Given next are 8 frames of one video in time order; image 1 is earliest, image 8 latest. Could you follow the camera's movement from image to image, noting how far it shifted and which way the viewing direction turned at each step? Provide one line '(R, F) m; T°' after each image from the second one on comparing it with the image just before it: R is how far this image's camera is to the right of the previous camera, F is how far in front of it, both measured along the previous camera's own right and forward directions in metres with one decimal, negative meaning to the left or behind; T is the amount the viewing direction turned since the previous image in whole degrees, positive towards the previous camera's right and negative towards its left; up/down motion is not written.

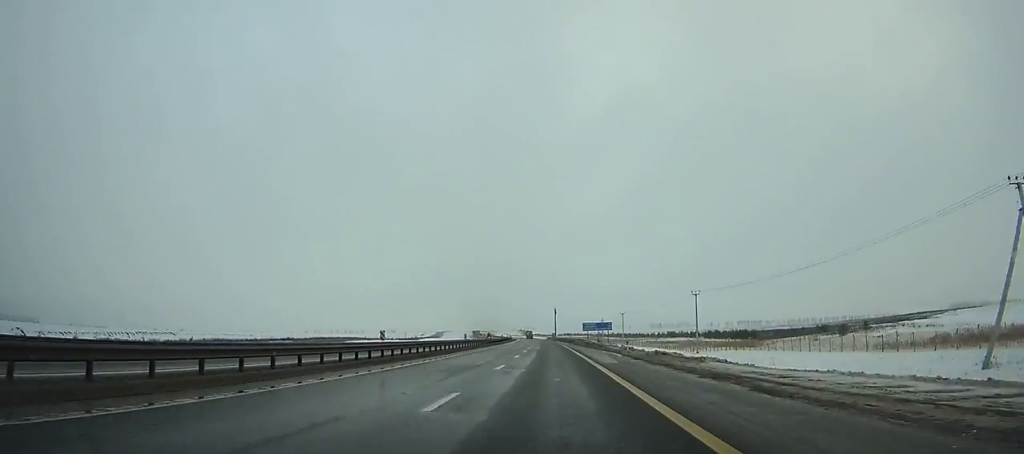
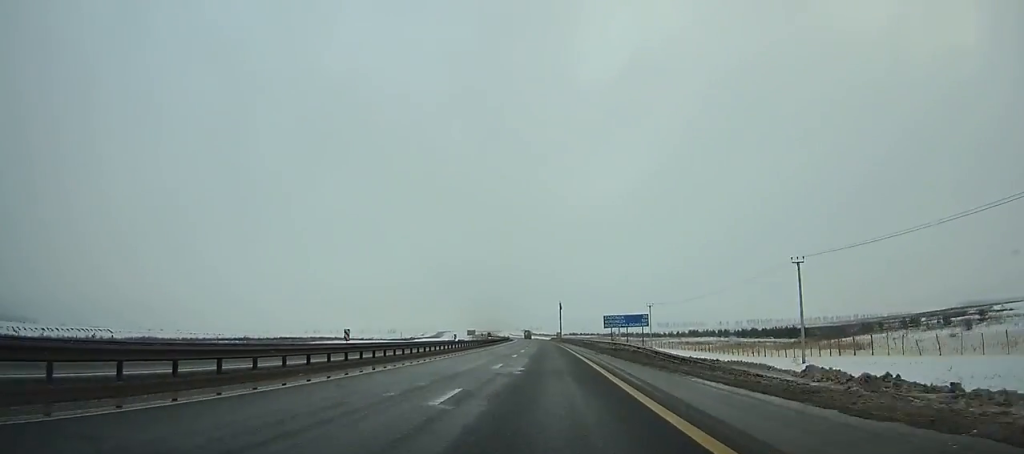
(+0.1, +35.2) m; -1°
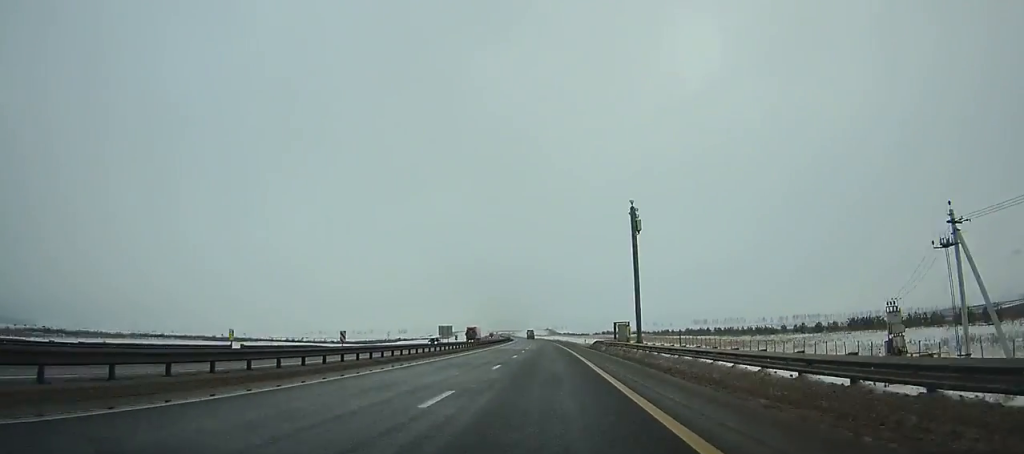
(-2.5, +120.6) m; -2°
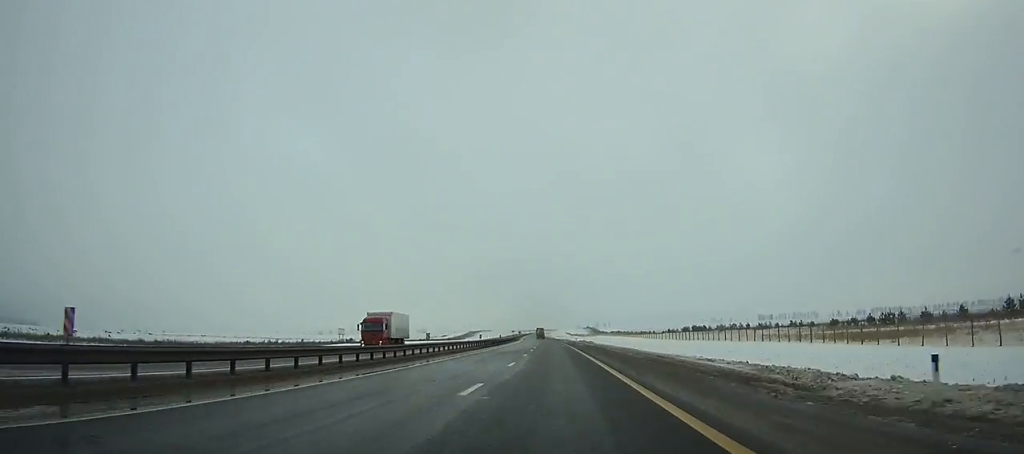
(-5.1, +163.5) m; -3°
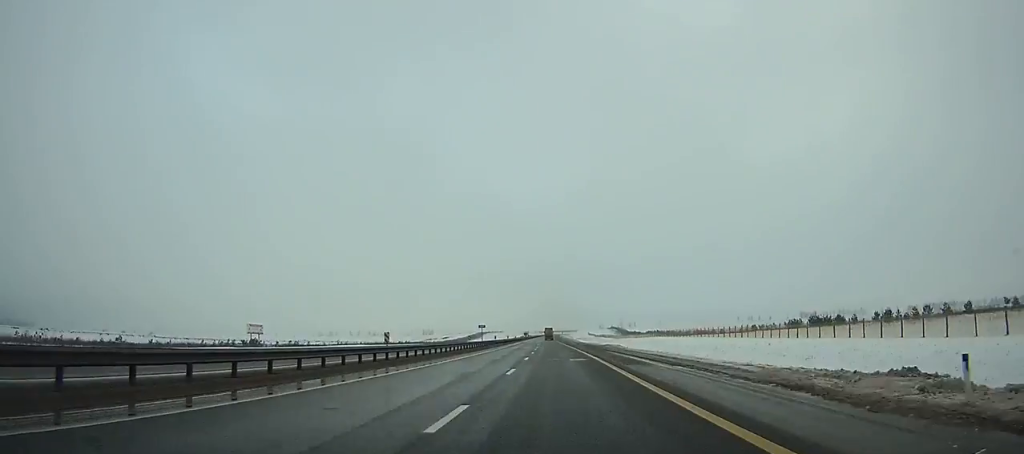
(-1.6, +100.4) m; -2°
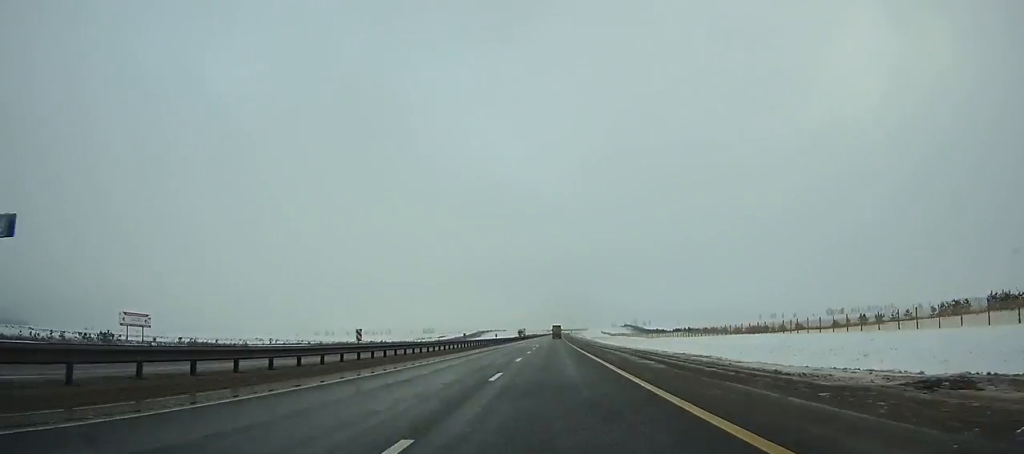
(-0.3, +62.5) m; -1°
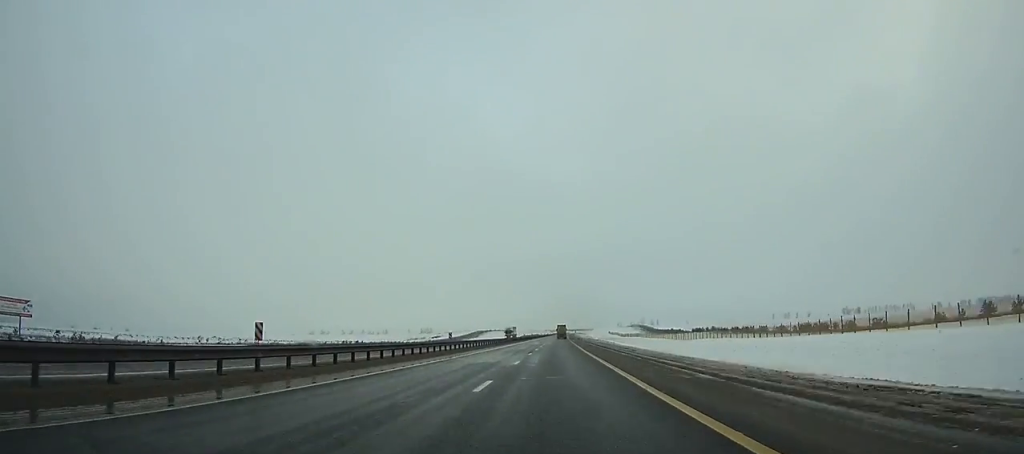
(-0.3, +39.4) m; 0°
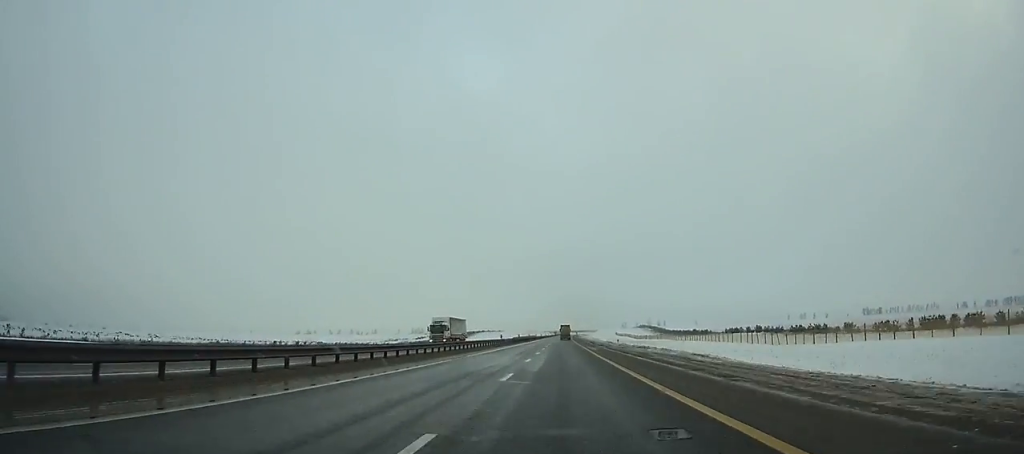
(-0.2, +56.1) m; 0°
